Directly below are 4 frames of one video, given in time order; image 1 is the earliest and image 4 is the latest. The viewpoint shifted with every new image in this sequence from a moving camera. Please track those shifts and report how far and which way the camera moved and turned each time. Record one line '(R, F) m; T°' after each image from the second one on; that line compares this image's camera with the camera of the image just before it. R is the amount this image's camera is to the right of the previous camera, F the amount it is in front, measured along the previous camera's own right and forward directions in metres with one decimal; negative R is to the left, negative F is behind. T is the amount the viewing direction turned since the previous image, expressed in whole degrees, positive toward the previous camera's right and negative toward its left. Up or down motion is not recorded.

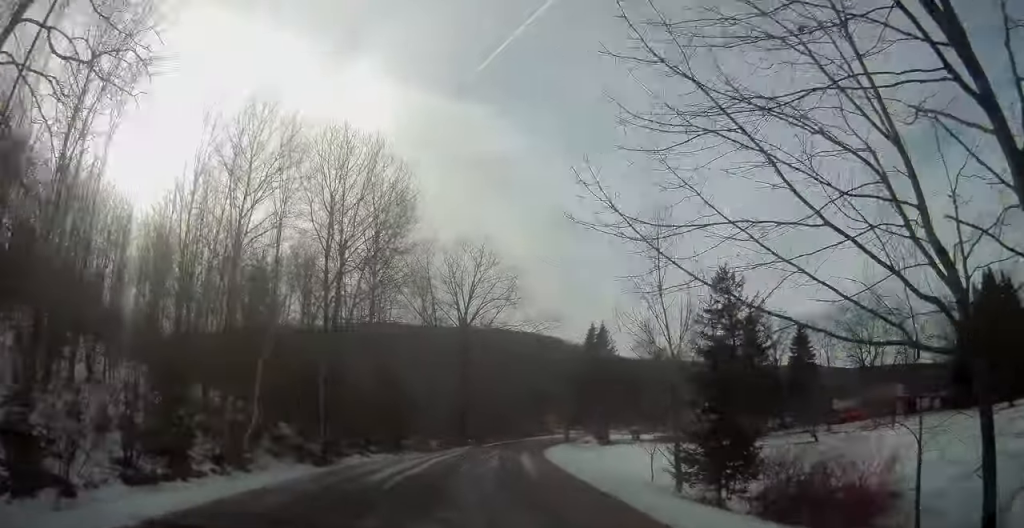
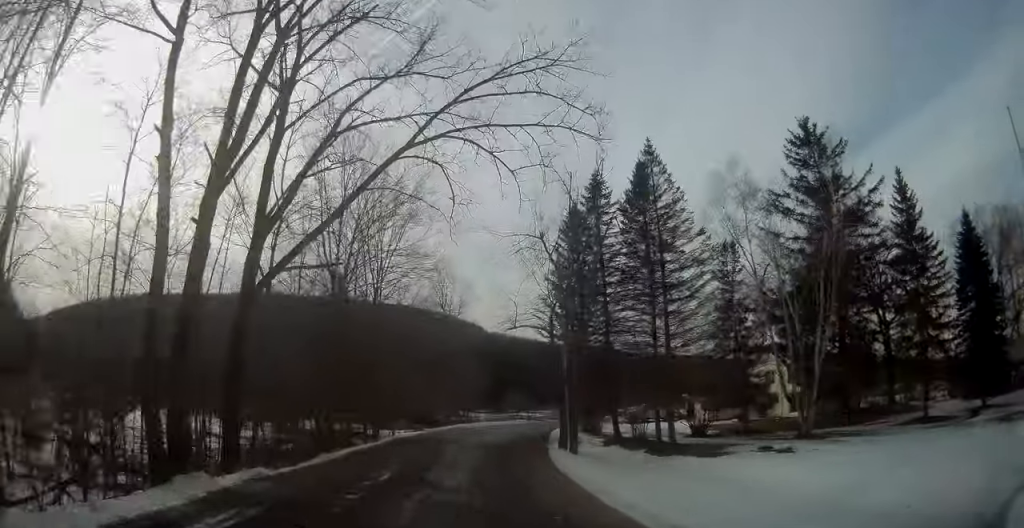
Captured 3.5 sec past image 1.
(+5.8, +52.5) m; +11°
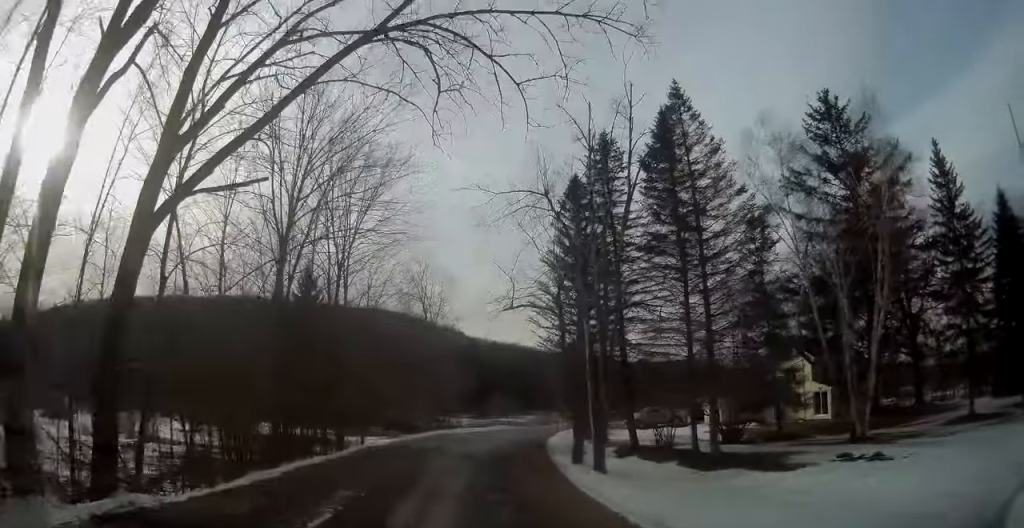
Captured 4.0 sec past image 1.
(-0.1, +7.1) m; +1°
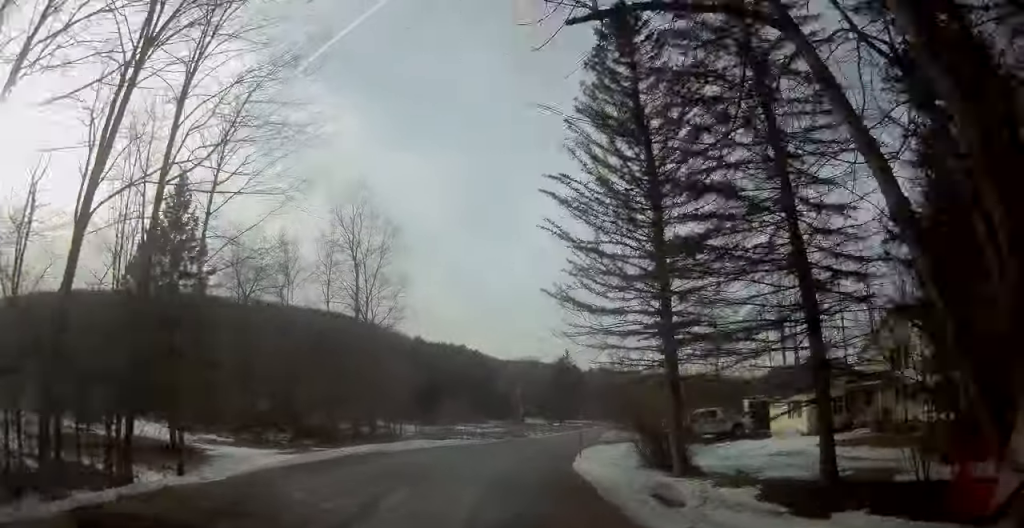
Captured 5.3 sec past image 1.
(+1.3, +20.1) m; +8°
